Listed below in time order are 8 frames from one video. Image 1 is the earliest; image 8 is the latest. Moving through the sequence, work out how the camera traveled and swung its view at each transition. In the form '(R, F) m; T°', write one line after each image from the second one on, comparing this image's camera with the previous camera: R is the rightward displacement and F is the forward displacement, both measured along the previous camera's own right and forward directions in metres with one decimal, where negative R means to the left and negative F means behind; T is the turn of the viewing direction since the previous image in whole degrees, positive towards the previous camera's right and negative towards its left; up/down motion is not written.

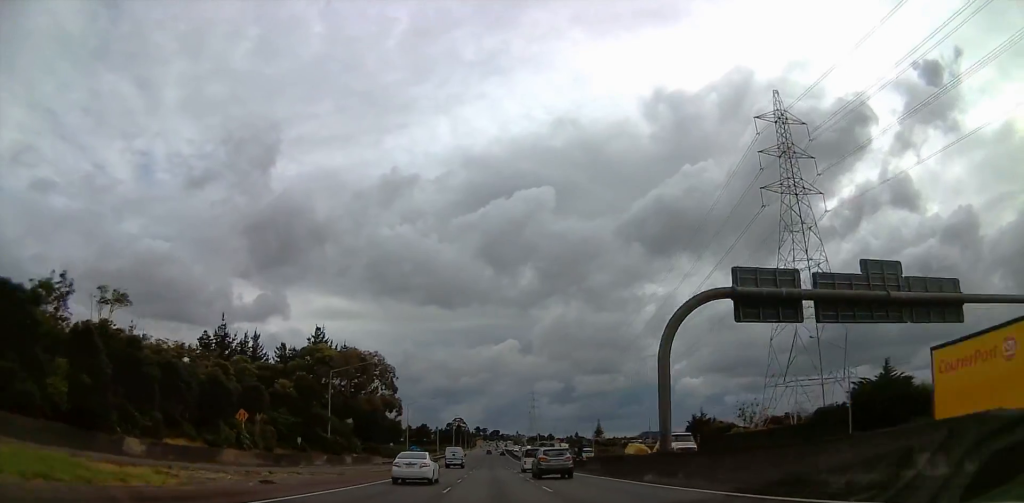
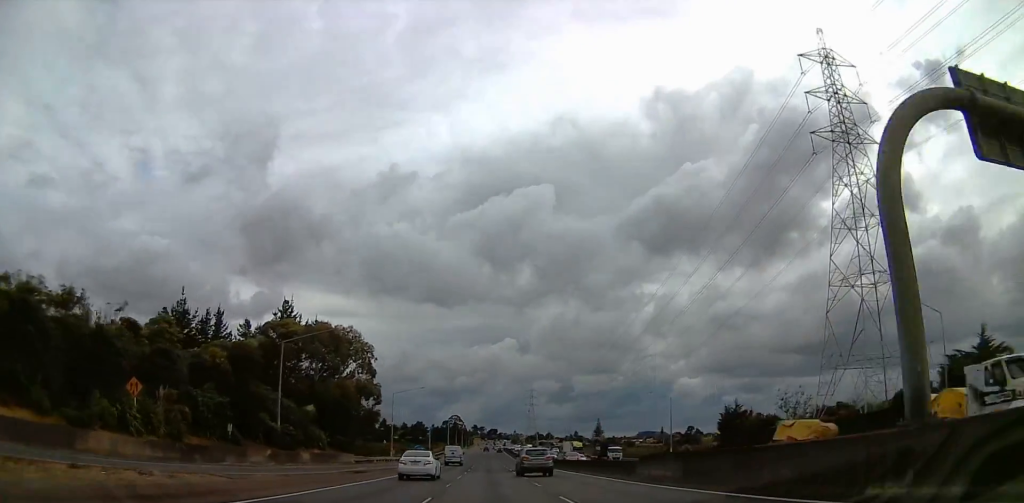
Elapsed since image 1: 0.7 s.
(-0.7, +17.3) m; -2°
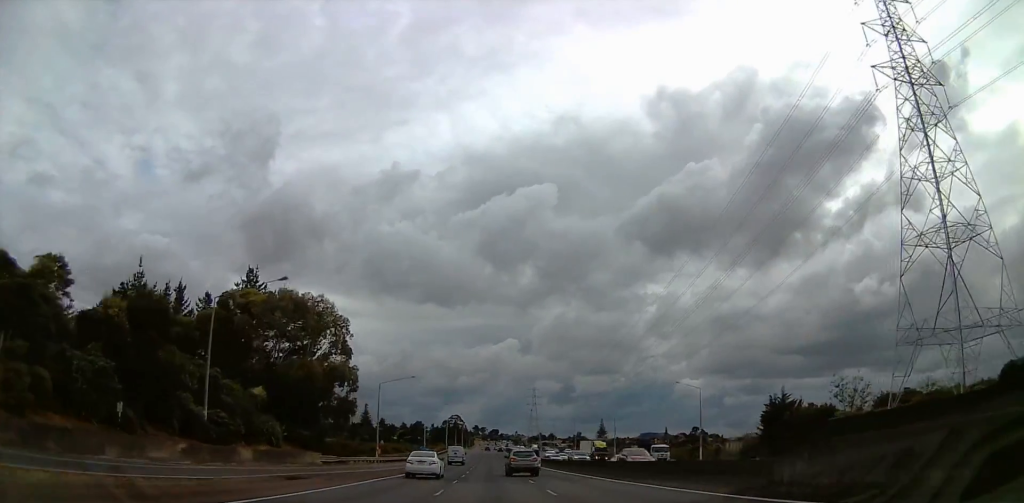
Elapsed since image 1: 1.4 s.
(-0.1, +15.4) m; -1°
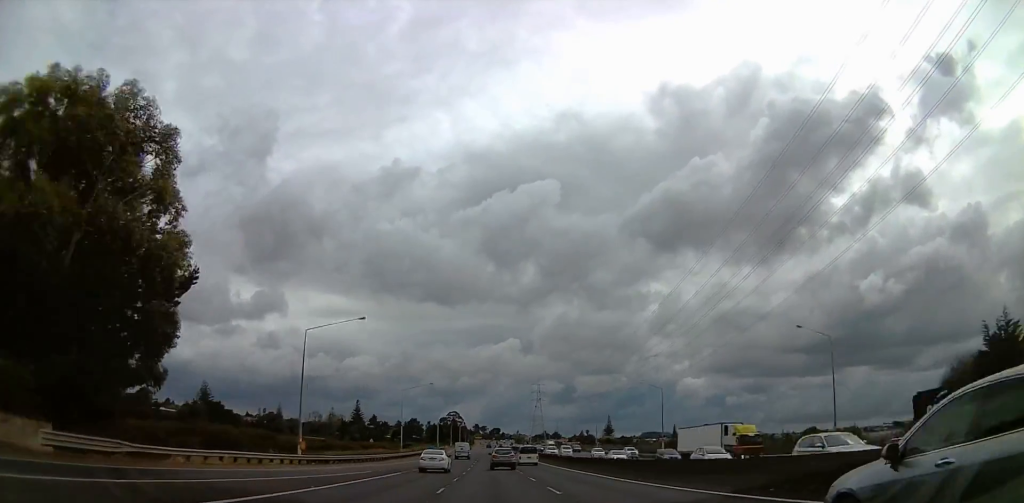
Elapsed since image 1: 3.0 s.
(0.0, +39.4) m; +1°
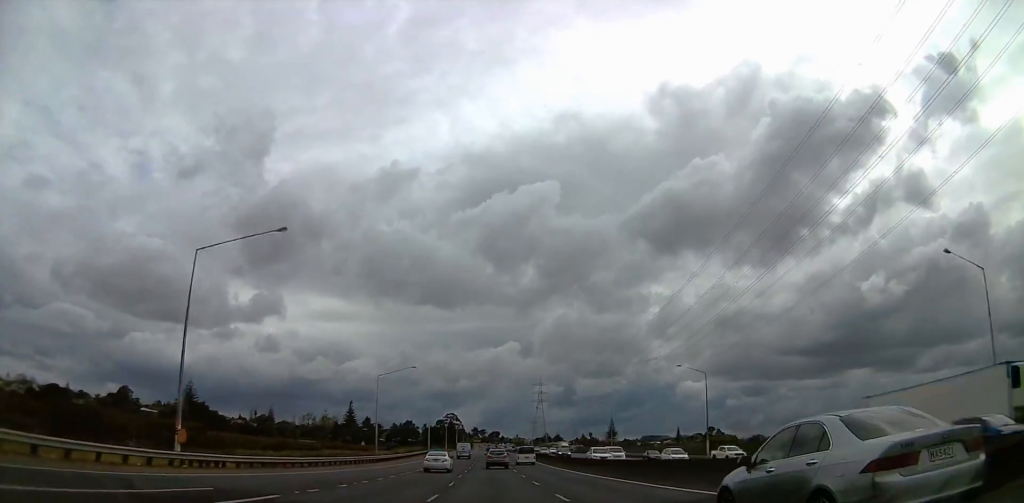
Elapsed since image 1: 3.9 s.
(+0.4, +22.1) m; +1°
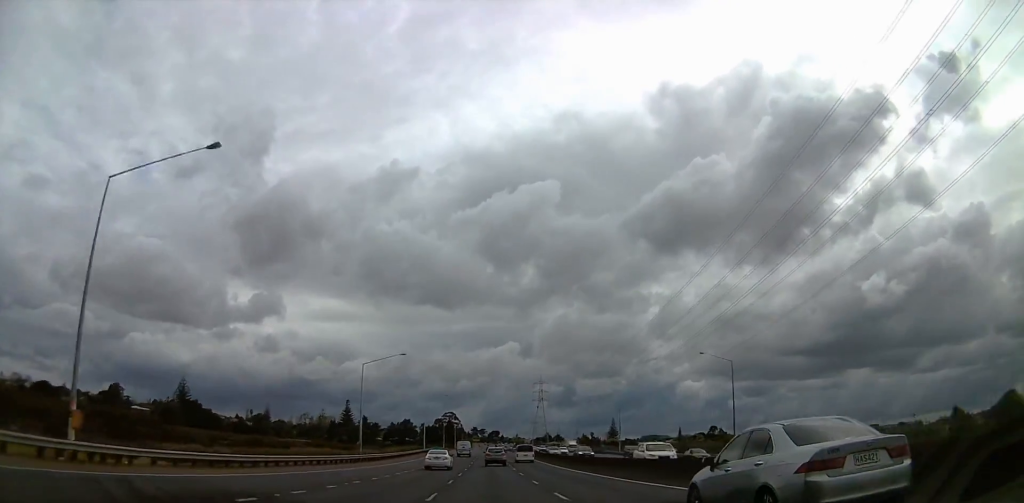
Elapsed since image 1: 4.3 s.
(0.0, +9.6) m; 0°
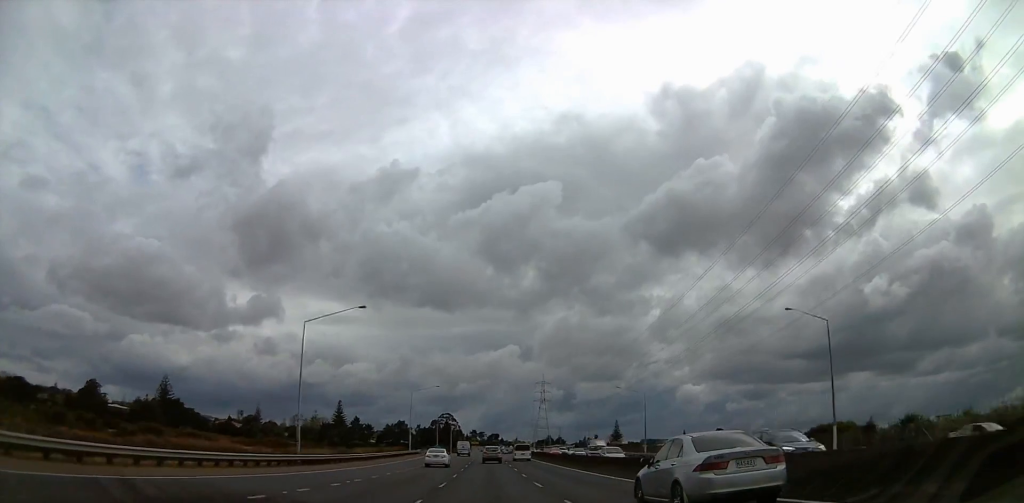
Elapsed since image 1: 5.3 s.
(0.0, +23.2) m; 0°
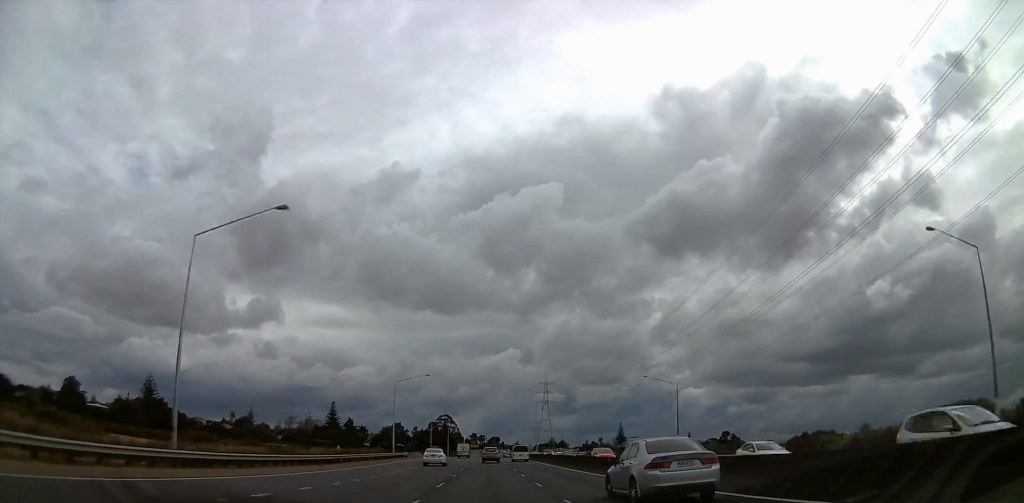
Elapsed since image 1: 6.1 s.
(0.0, +20.4) m; -1°
